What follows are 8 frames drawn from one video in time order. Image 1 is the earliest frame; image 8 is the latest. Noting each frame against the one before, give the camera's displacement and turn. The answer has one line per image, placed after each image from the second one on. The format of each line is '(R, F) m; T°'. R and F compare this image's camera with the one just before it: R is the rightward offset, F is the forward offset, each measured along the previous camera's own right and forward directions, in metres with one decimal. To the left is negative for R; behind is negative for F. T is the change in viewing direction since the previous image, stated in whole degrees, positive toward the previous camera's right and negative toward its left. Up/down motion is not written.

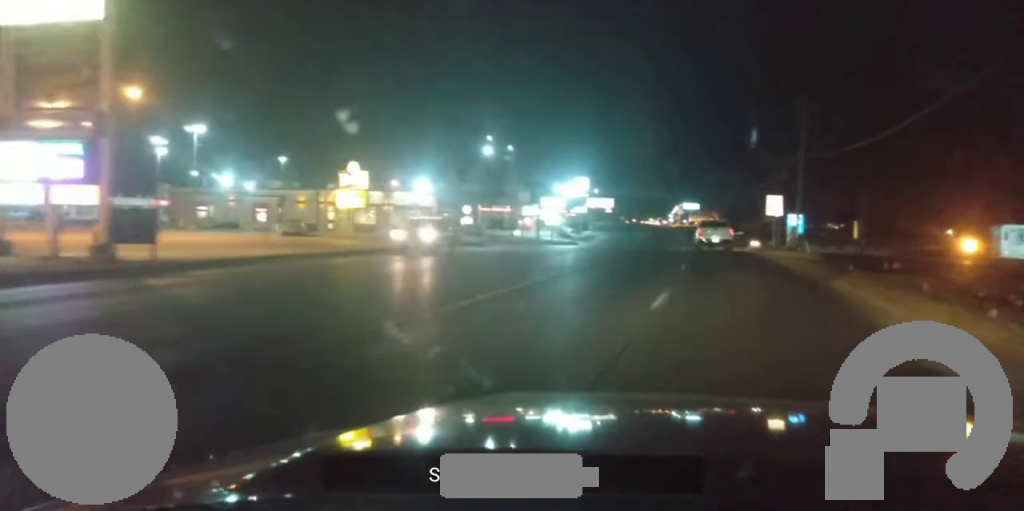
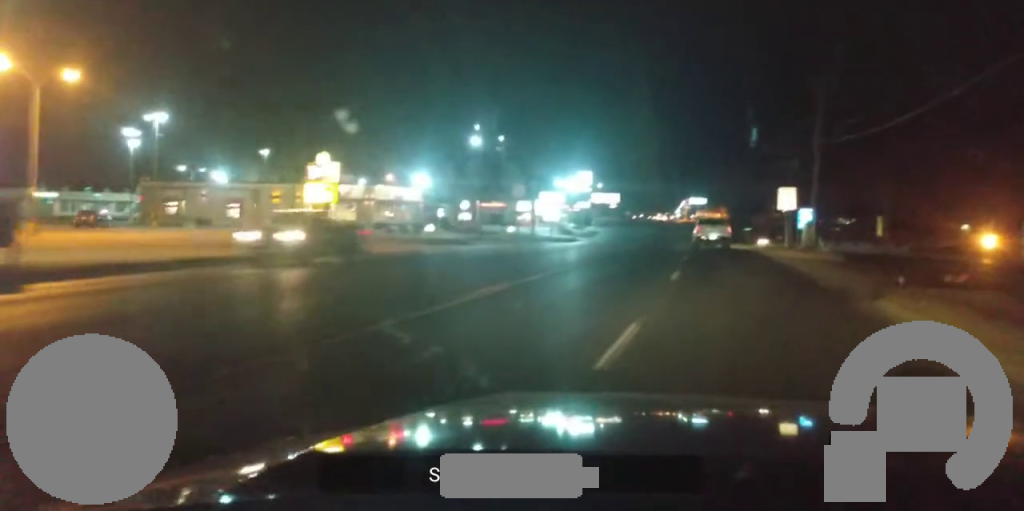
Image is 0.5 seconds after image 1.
(0.0, +5.7) m; -1°
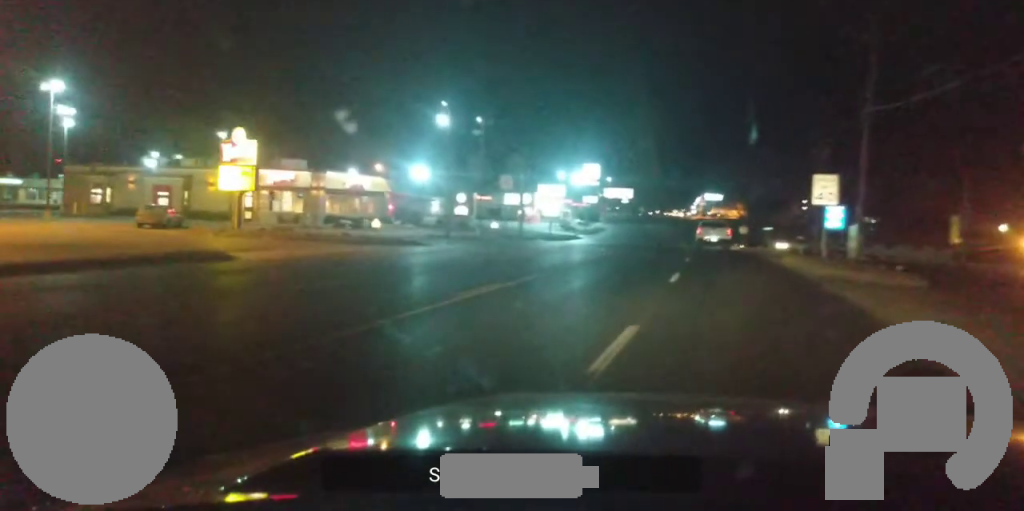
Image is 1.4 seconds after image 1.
(-0.2, +11.9) m; -1°
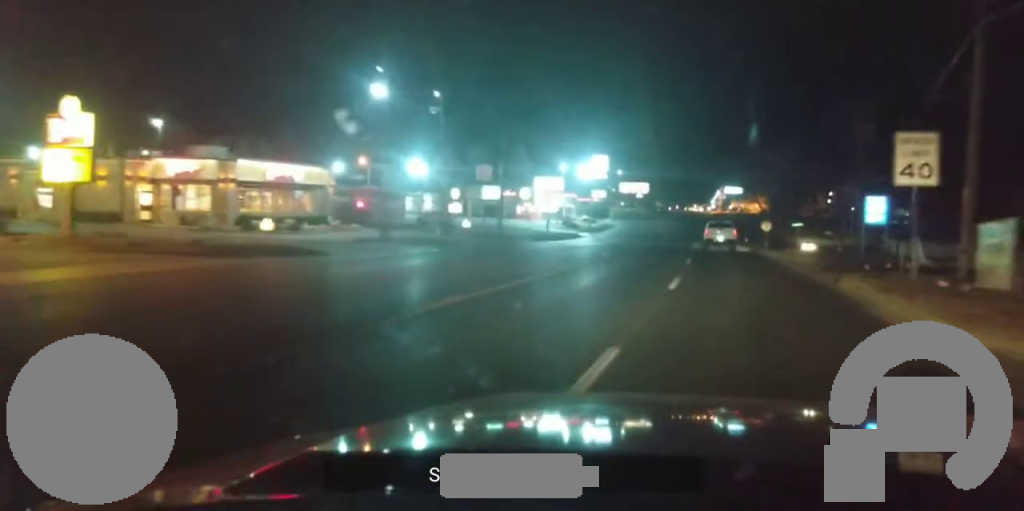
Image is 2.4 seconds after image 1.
(0.0, +13.8) m; -1°
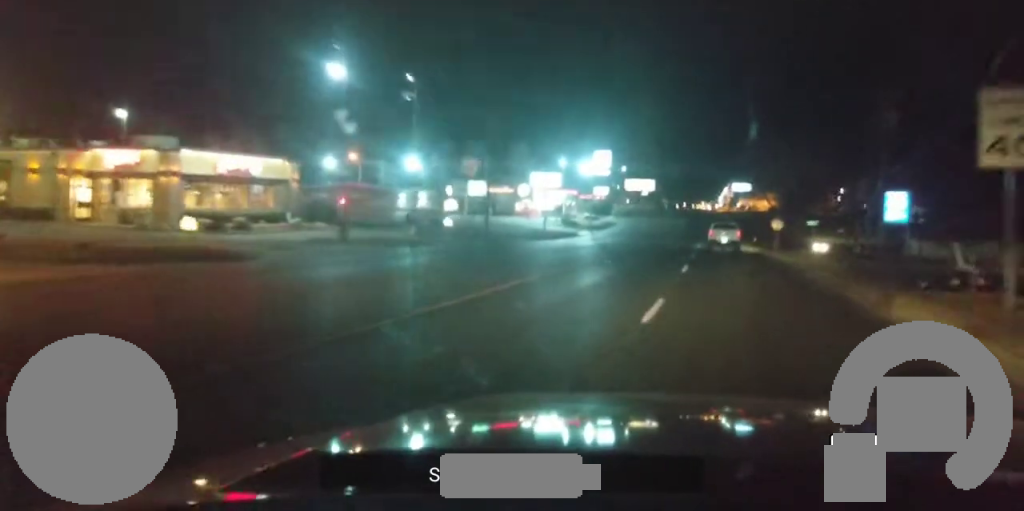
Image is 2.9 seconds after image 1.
(-0.1, +6.1) m; -1°
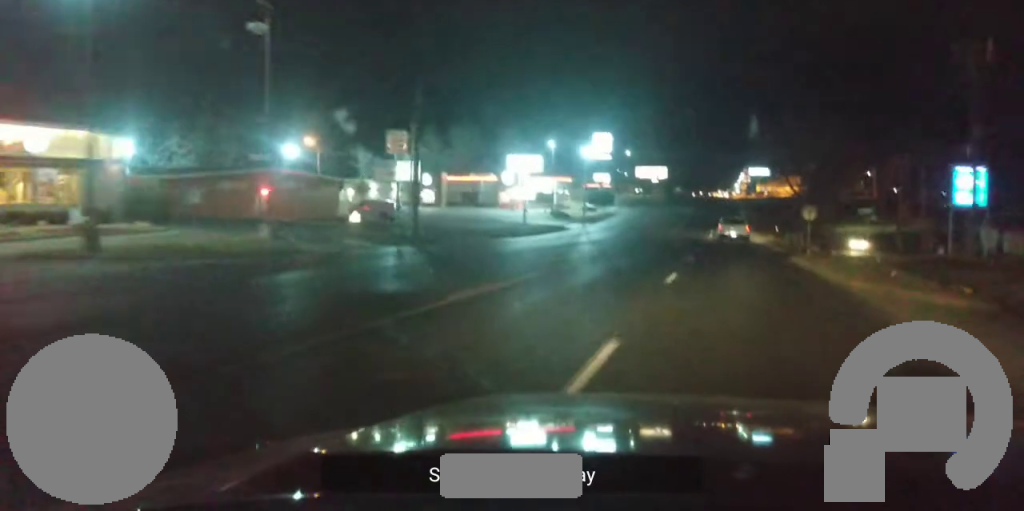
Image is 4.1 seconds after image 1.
(-0.5, +17.7) m; -3°
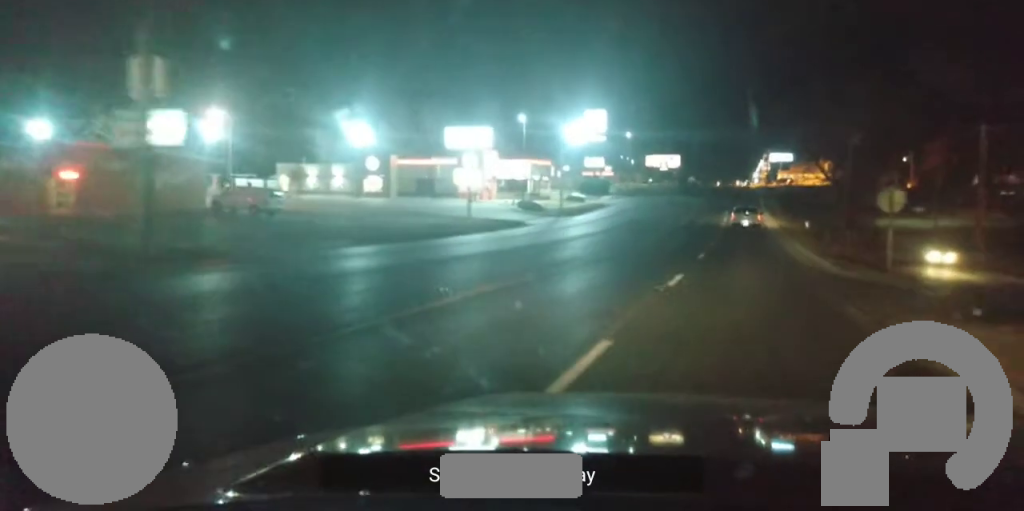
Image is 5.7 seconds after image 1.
(-0.3, +24.1) m; 0°
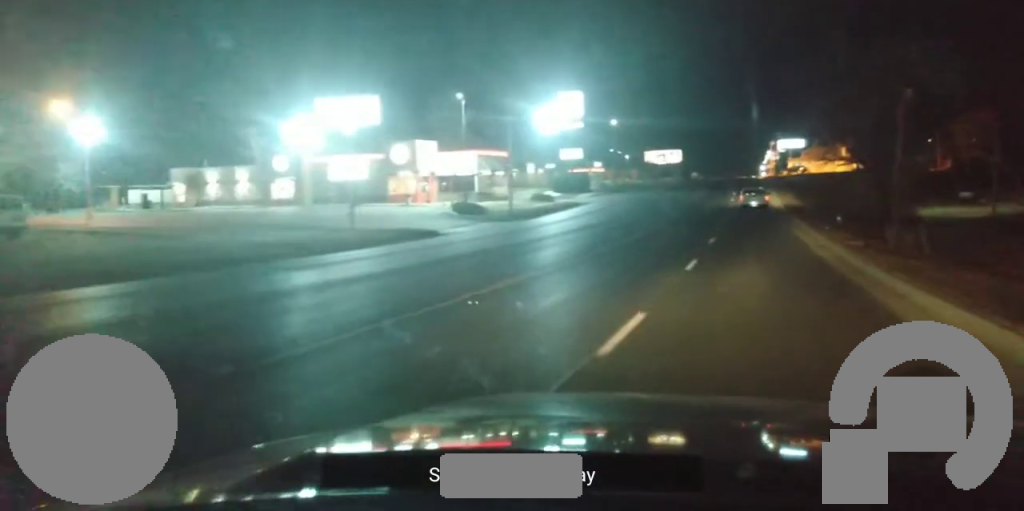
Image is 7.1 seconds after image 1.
(+0.4, +22.6) m; +2°
